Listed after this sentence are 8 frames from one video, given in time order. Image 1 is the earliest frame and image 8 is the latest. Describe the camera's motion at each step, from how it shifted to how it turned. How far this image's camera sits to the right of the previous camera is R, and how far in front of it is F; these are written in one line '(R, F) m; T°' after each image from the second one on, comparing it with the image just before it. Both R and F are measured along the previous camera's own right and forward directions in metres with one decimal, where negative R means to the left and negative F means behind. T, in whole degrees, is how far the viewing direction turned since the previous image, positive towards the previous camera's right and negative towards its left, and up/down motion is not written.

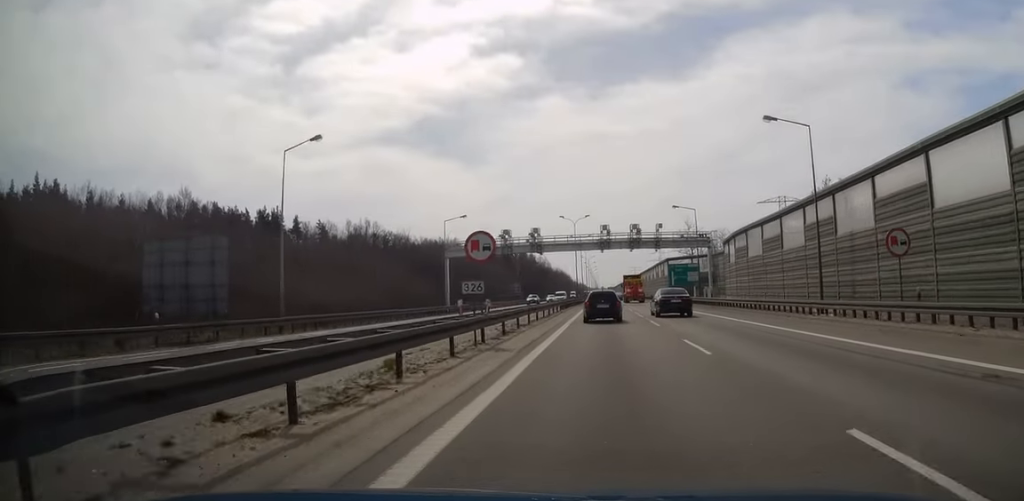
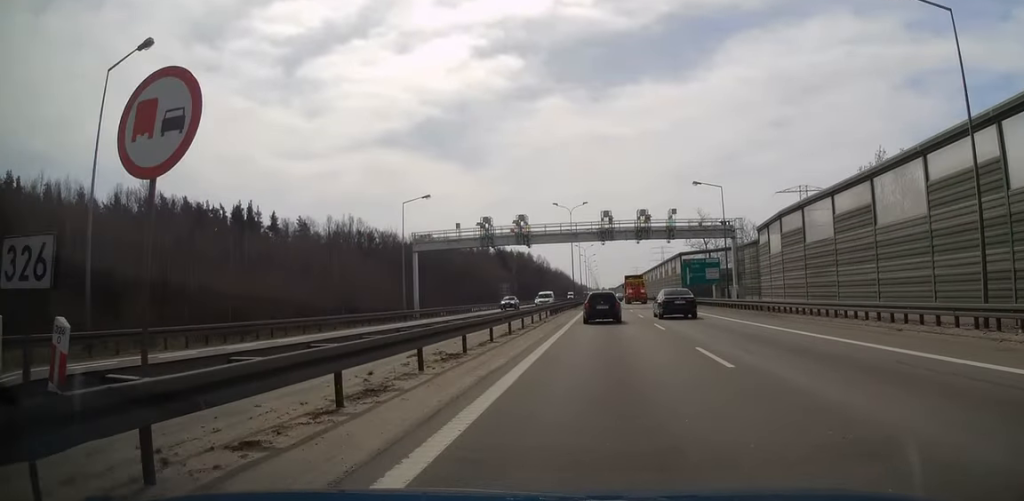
(0.0, +14.6) m; 0°
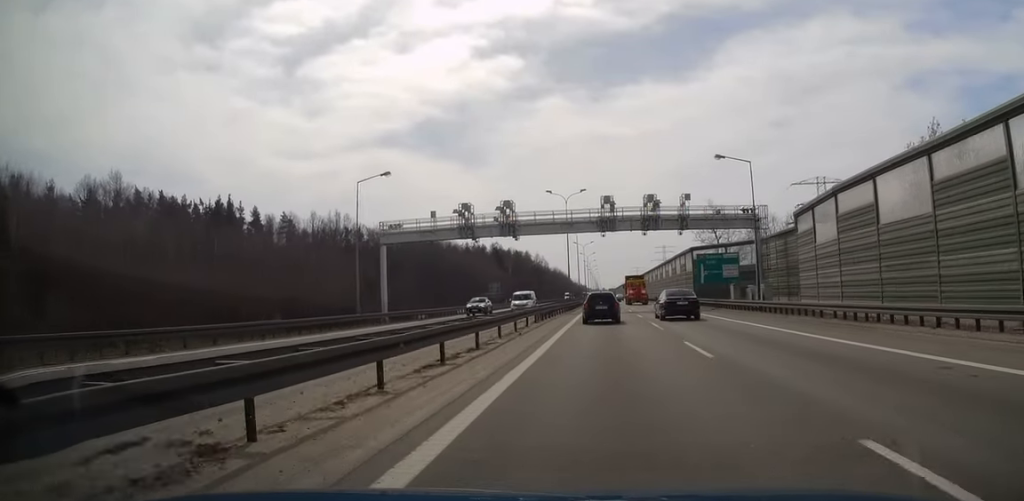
(0.0, +10.3) m; 0°
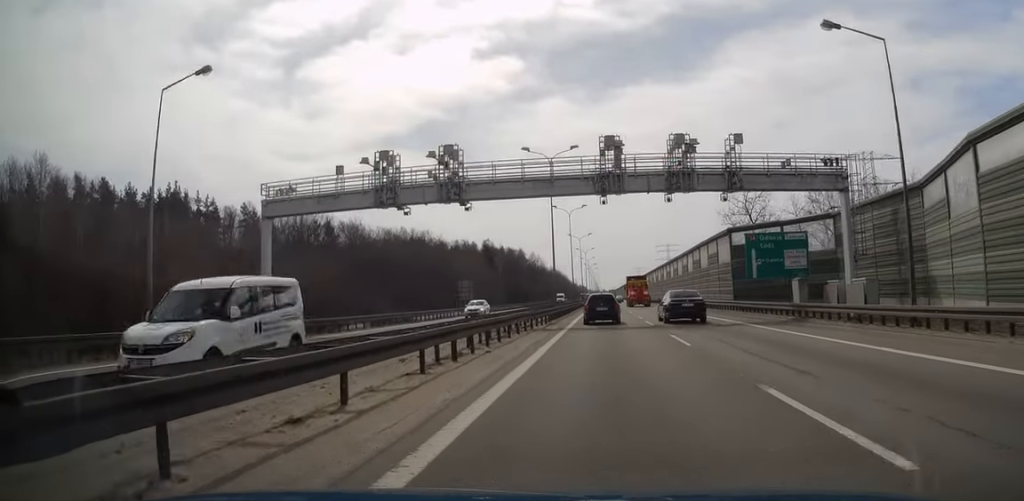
(0.0, +21.4) m; 0°
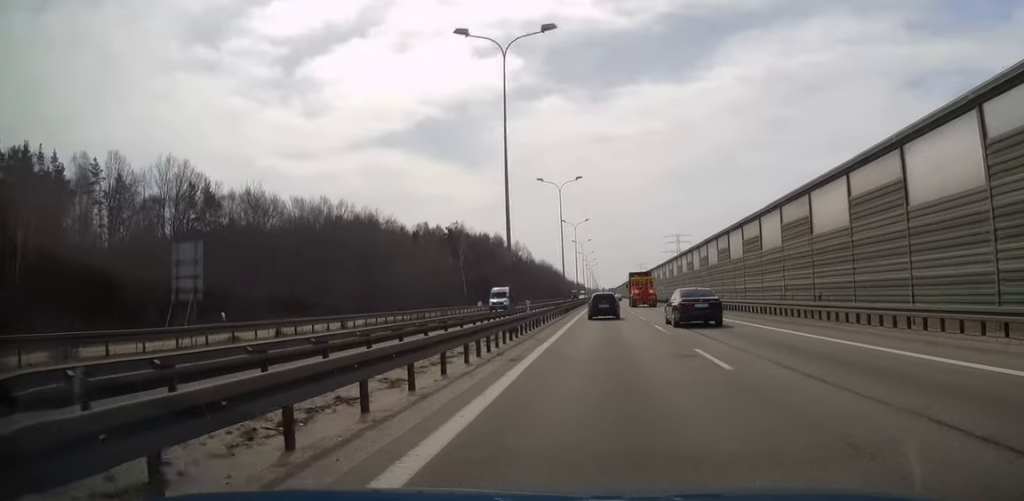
(-0.1, +54.6) m; 0°
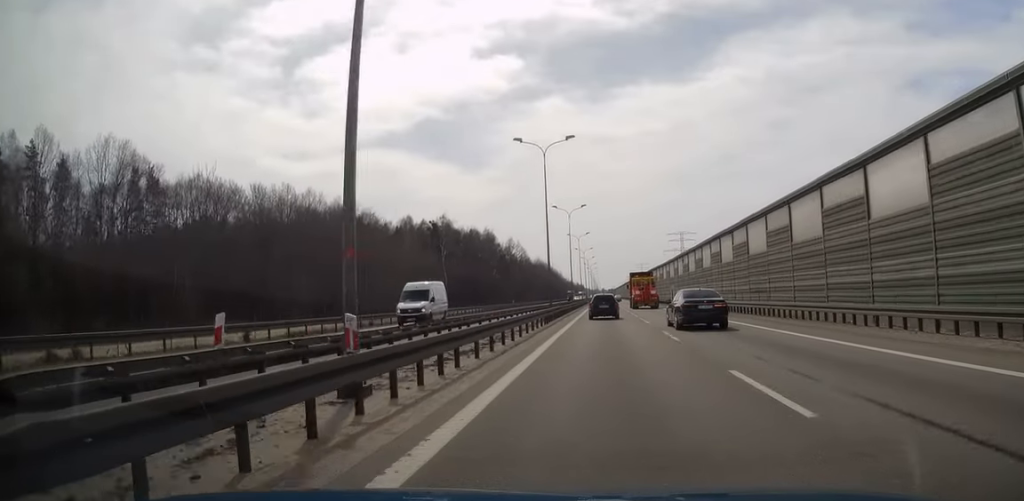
(0.0, +16.7) m; 0°
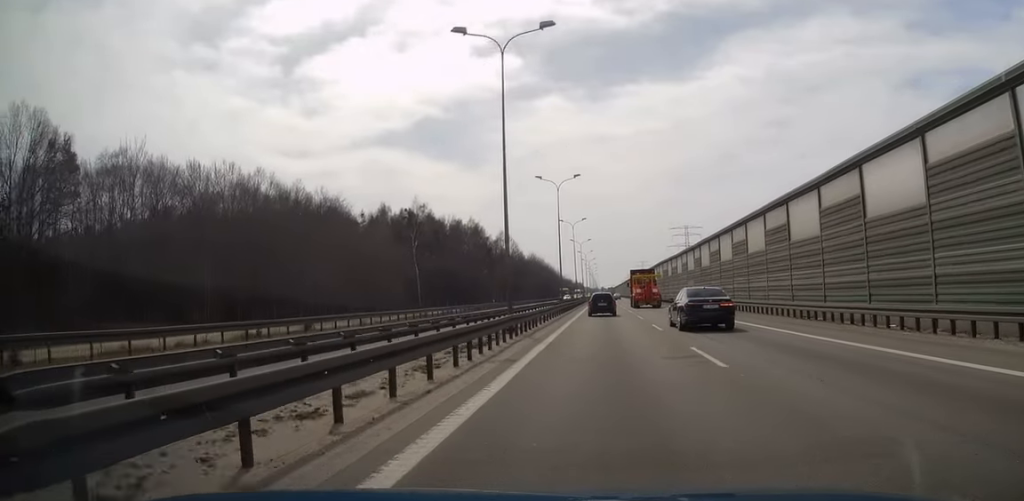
(0.0, +19.8) m; 0°
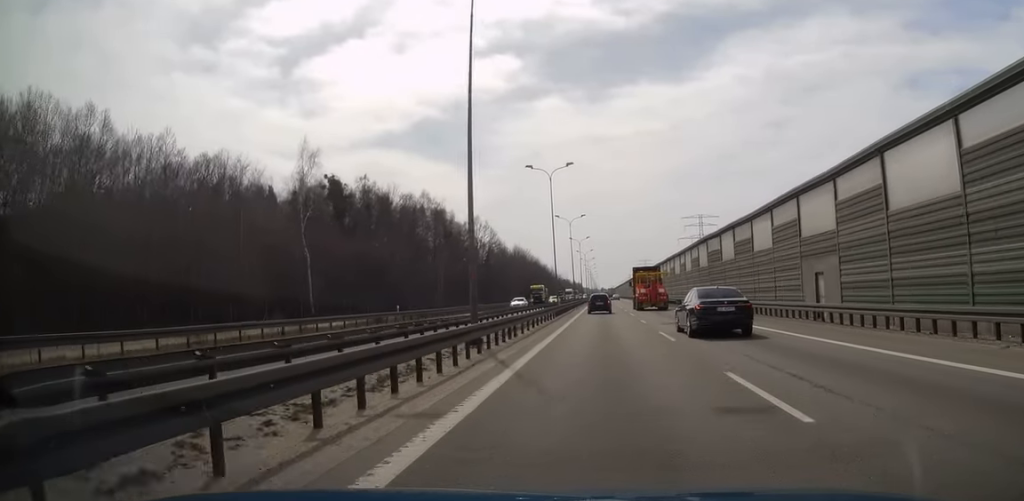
(0.0, +42.4) m; 0°
